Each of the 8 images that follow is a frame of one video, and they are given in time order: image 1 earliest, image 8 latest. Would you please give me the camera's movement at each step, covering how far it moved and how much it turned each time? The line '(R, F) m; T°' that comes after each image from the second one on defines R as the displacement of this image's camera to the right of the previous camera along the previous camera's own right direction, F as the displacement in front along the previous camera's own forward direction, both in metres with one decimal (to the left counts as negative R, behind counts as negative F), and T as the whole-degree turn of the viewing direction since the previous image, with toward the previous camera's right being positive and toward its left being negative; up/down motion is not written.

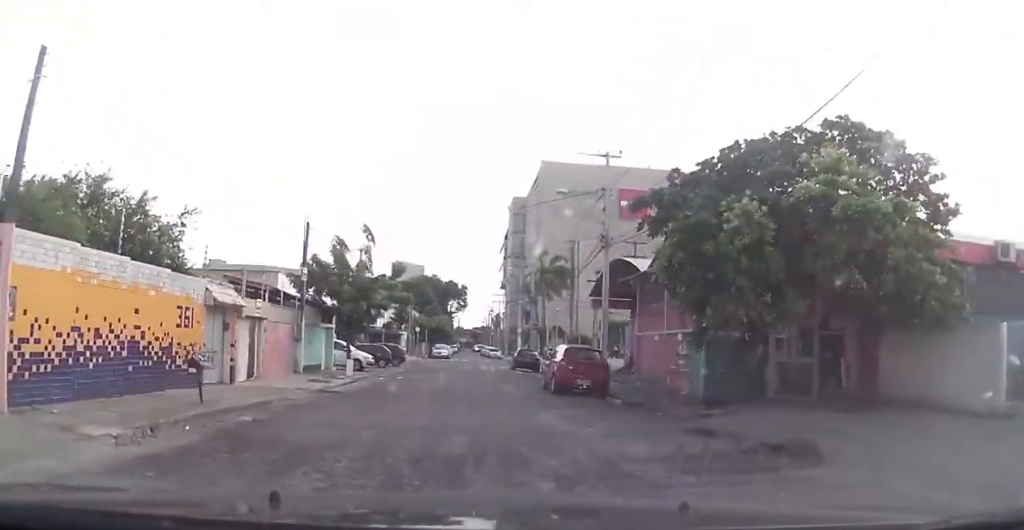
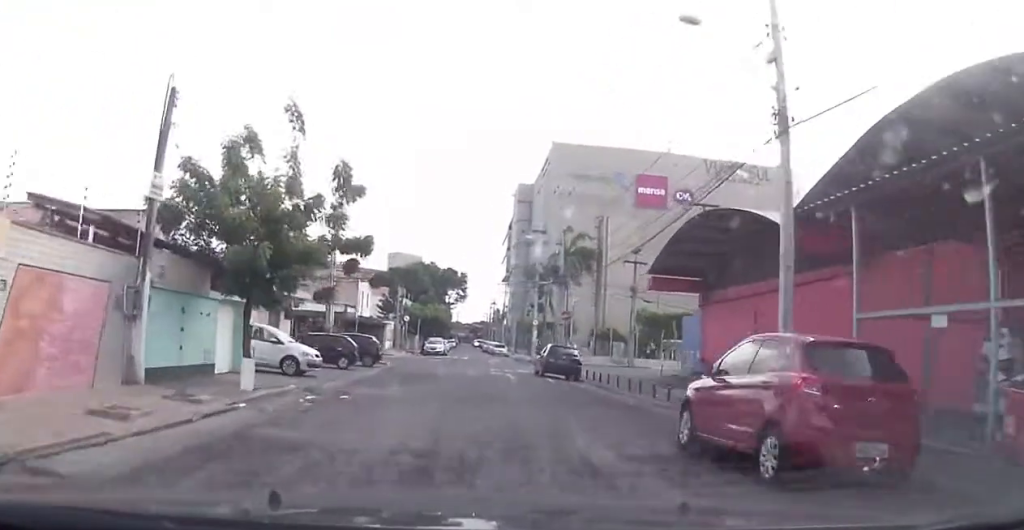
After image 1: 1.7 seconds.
(0.0, +14.9) m; +2°
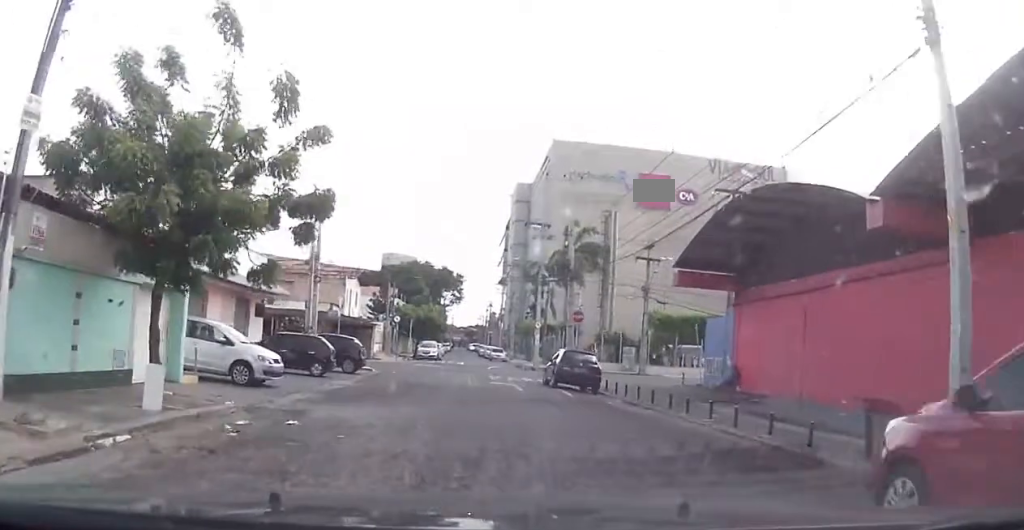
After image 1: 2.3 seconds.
(0.0, +4.9) m; +2°
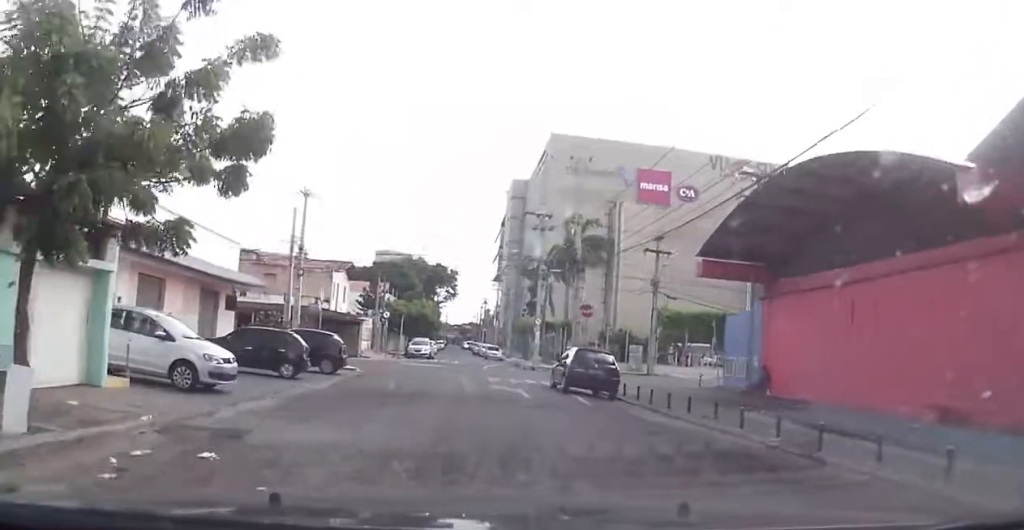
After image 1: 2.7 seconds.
(+0.2, +3.7) m; 0°
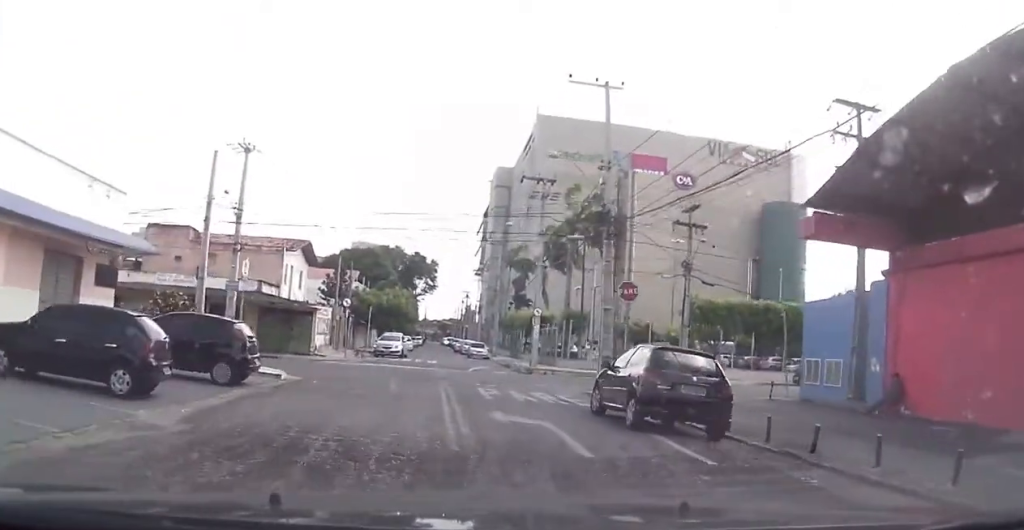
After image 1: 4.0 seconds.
(-0.3, +10.2) m; -4°
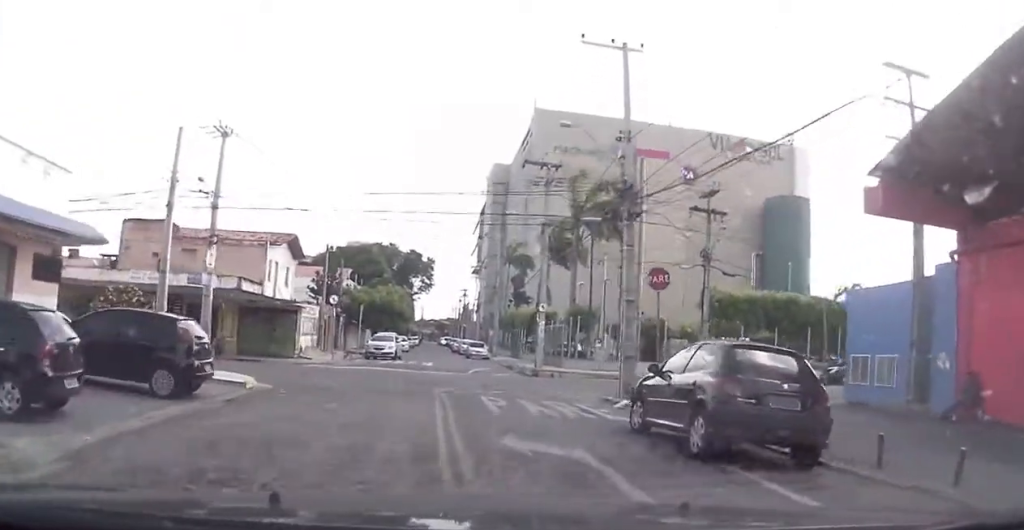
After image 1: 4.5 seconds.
(-0.1, +3.4) m; 0°
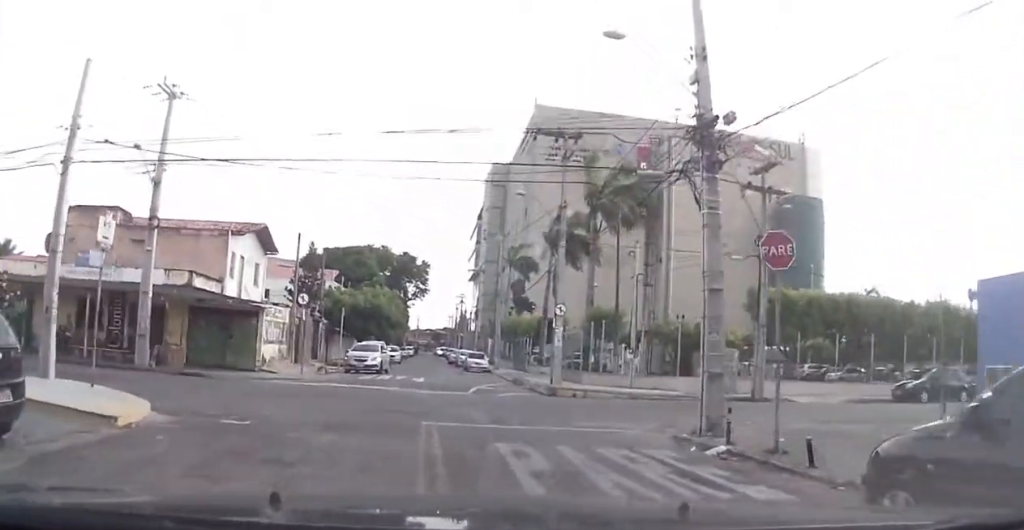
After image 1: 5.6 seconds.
(+0.1, +7.0) m; +4°
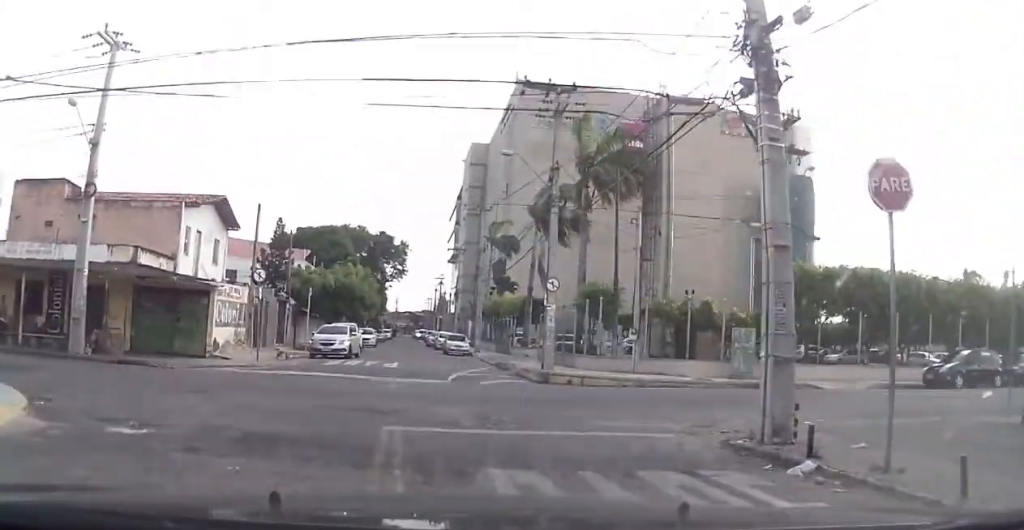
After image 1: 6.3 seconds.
(+0.2, +3.8) m; +3°
